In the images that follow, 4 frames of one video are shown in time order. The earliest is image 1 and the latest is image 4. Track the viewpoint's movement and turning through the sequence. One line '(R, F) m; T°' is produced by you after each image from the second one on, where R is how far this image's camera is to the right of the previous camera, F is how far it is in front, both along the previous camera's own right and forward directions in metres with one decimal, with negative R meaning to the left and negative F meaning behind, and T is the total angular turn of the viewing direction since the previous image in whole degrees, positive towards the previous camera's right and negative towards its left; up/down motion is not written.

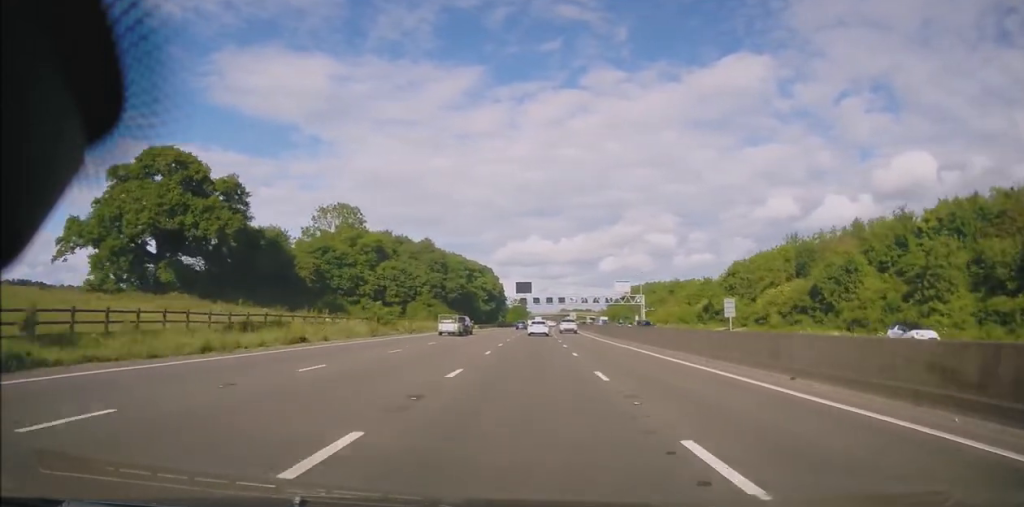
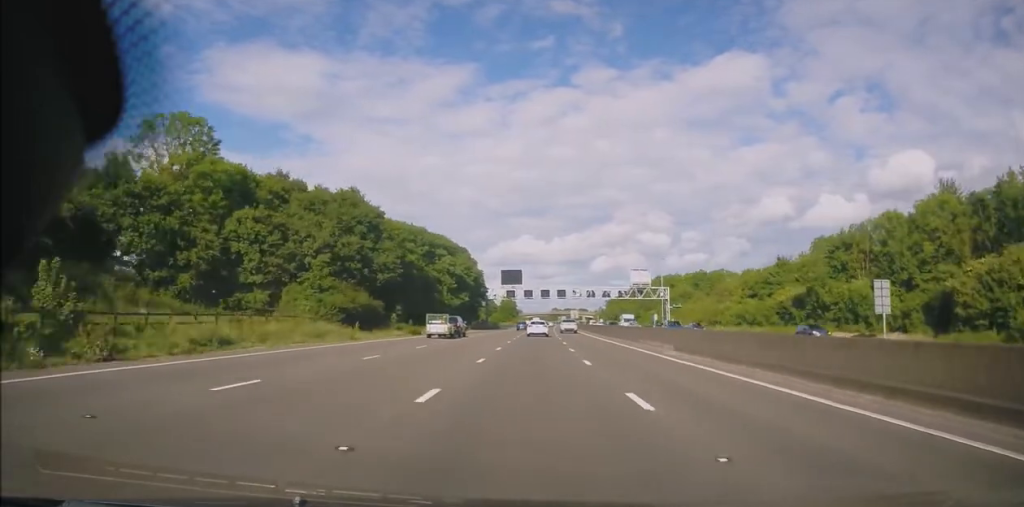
(0.0, +39.3) m; +2°
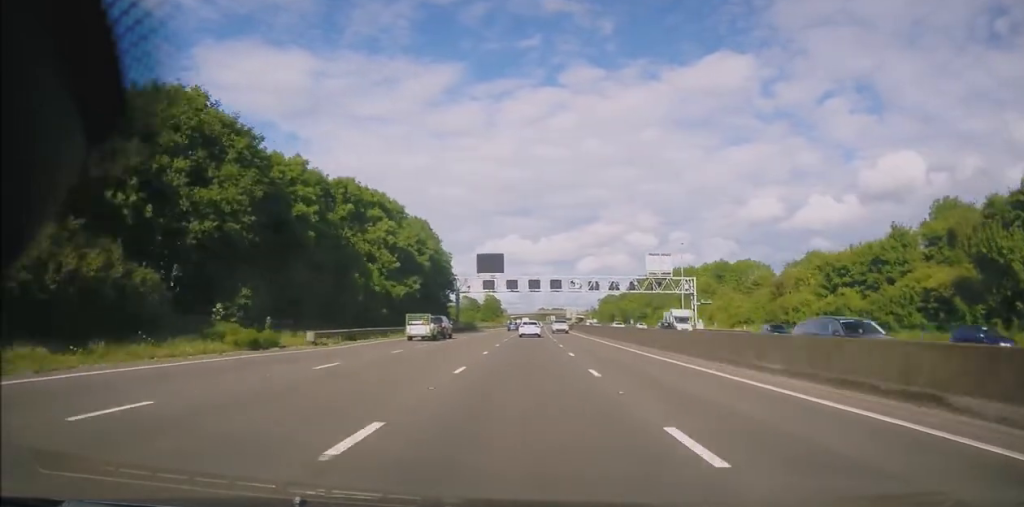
(+0.9, +30.0) m; +1°
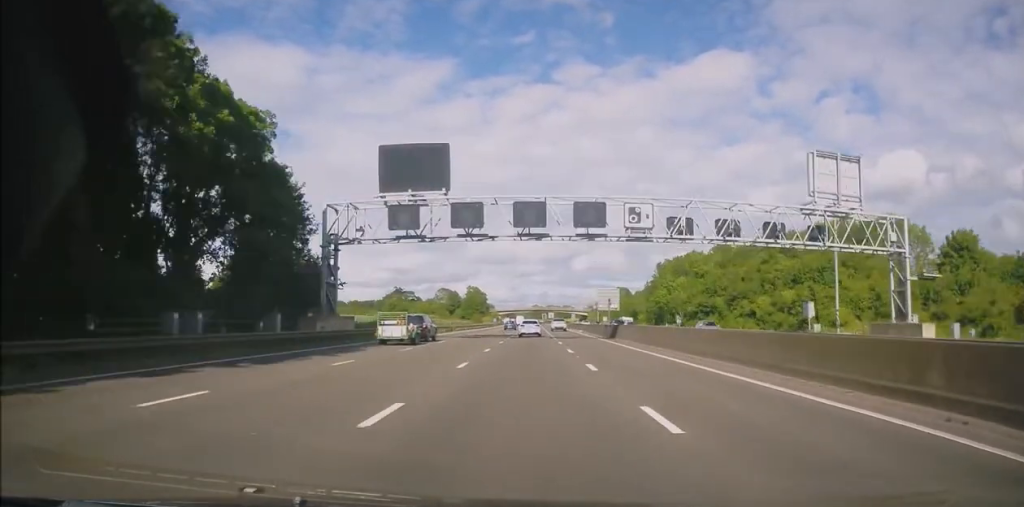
(+0.2, +60.3) m; 0°
